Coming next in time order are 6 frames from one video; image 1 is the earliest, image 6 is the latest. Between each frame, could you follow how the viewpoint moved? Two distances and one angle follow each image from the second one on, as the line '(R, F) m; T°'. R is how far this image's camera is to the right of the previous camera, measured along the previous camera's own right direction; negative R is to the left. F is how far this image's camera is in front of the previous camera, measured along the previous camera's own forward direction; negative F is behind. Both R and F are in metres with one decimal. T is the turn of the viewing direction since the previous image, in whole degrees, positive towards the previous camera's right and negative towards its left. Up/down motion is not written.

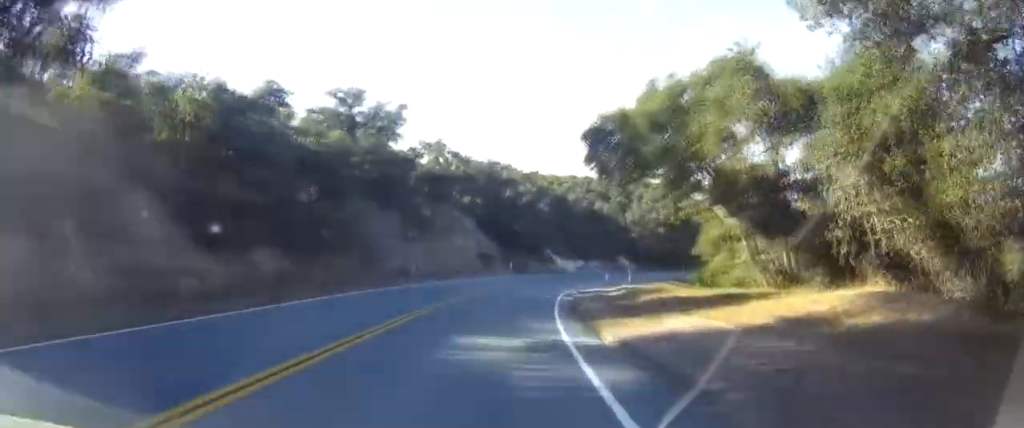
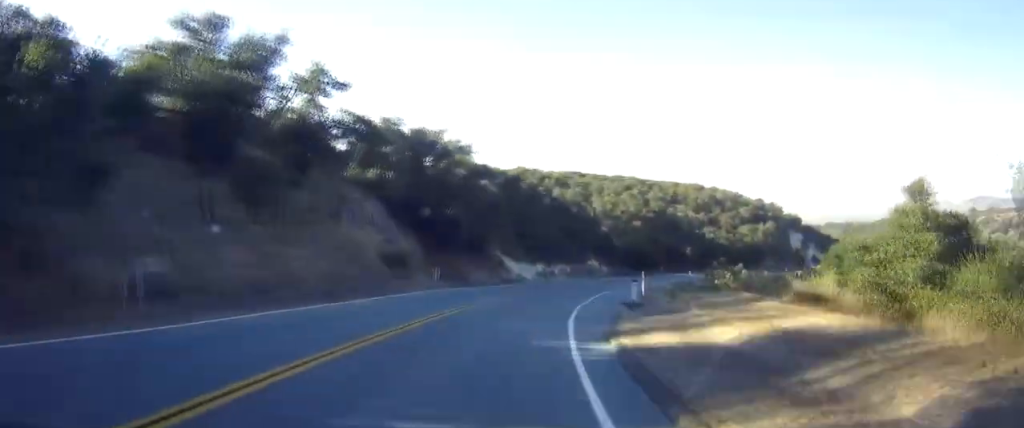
(+0.7, +25.3) m; +5°
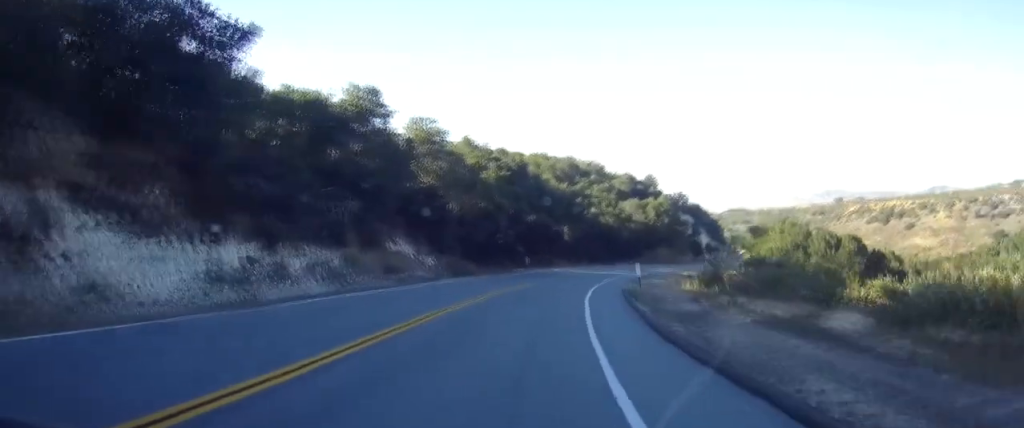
(+6.8, +45.6) m; +17°
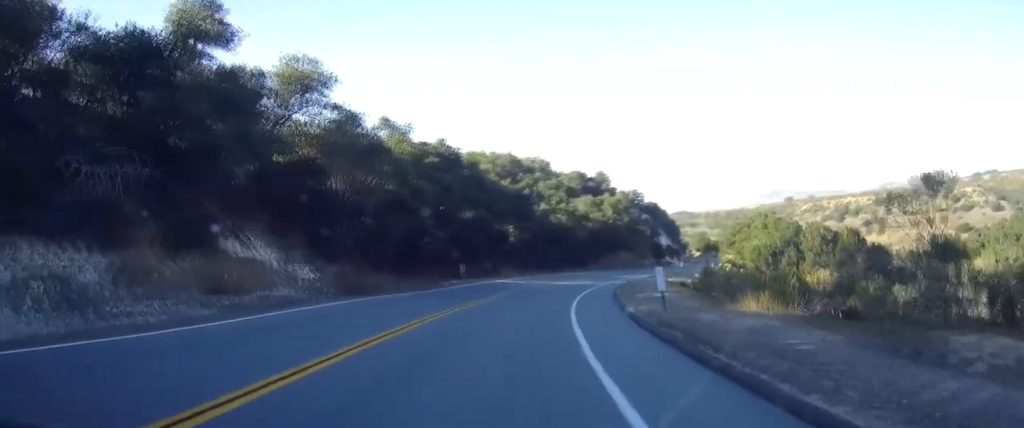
(+0.7, +15.5) m; +4°
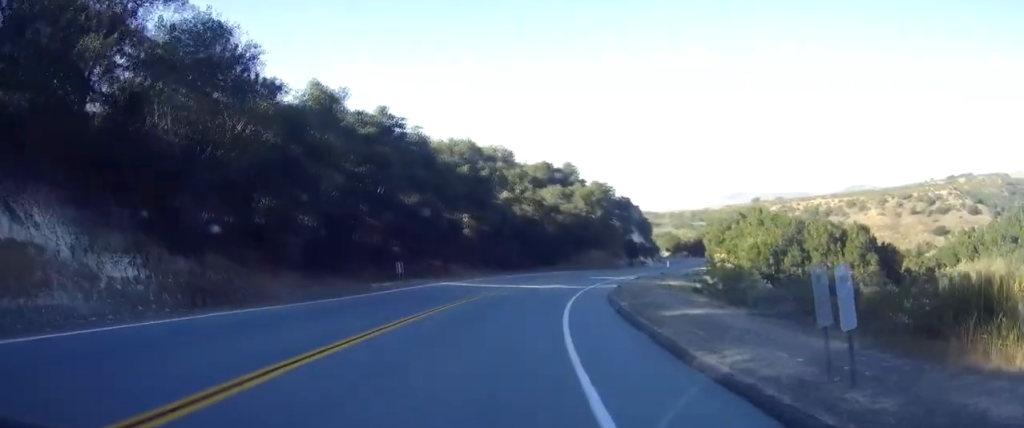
(+0.3, +11.6) m; +3°
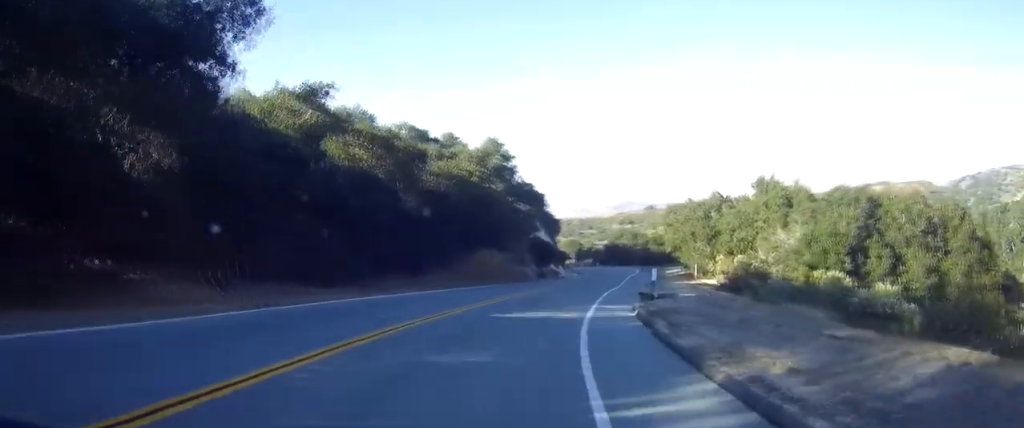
(+2.2, +35.9) m; +8°
